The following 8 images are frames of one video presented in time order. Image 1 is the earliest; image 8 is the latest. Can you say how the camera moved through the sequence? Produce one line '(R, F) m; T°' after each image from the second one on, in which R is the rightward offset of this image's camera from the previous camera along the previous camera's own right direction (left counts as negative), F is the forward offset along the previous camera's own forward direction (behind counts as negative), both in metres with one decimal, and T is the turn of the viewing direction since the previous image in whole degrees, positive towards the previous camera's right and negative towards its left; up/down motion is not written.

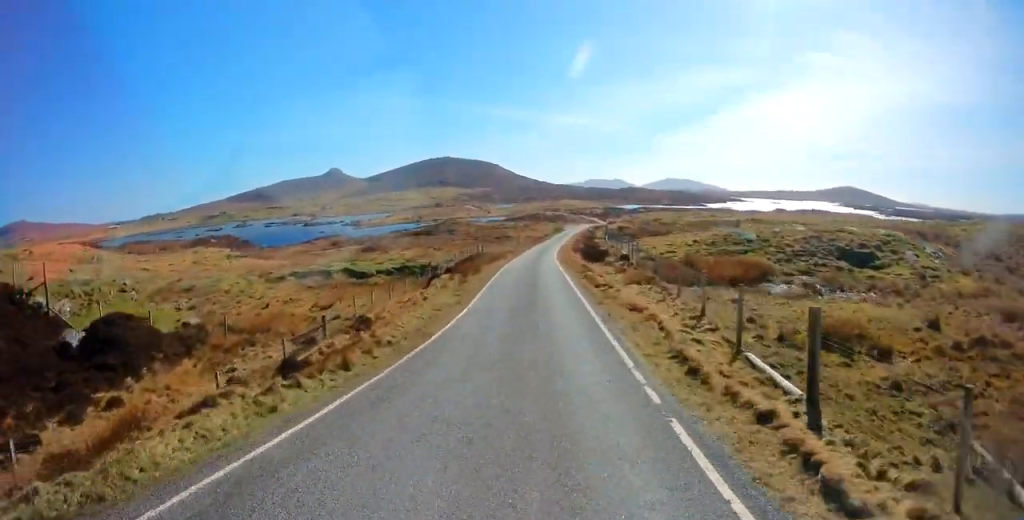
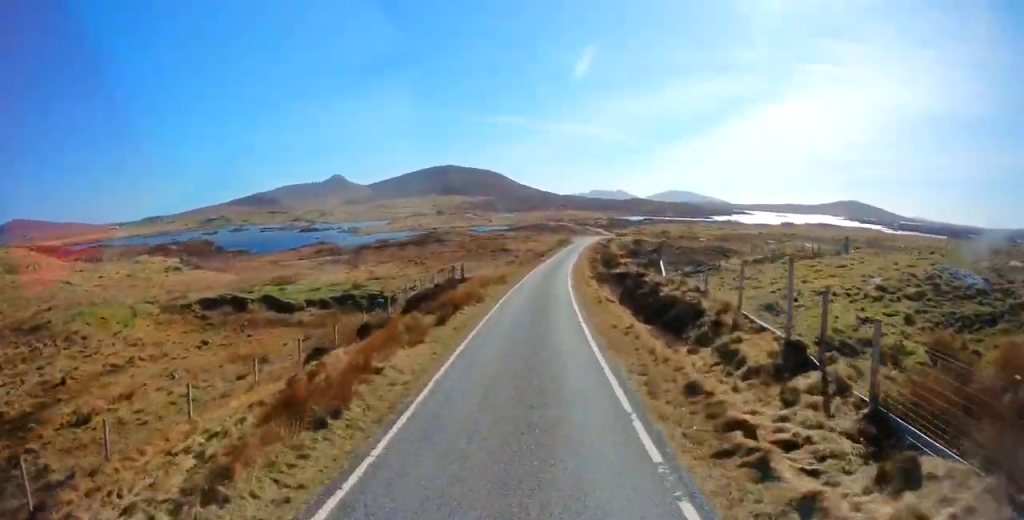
(-0.1, +17.1) m; +1°
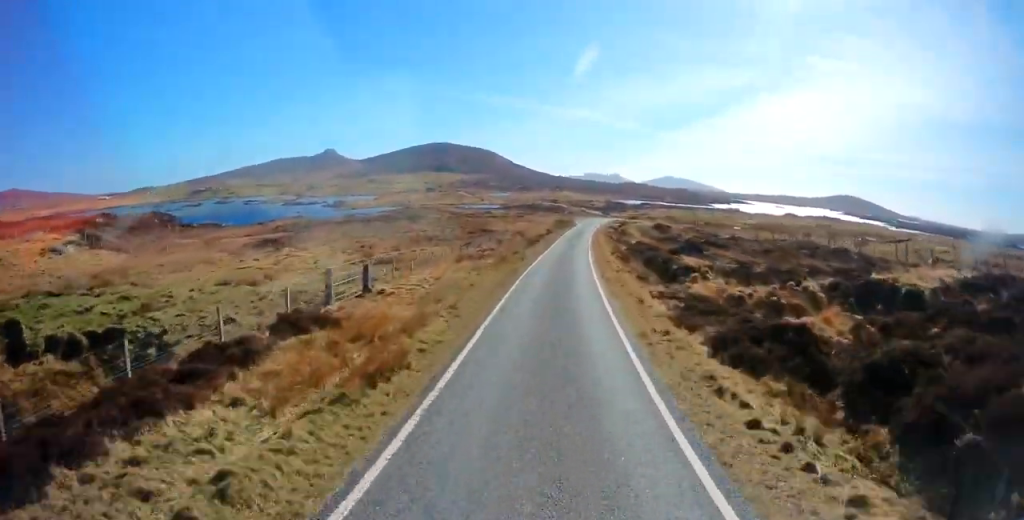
(+0.3, +21.5) m; 0°
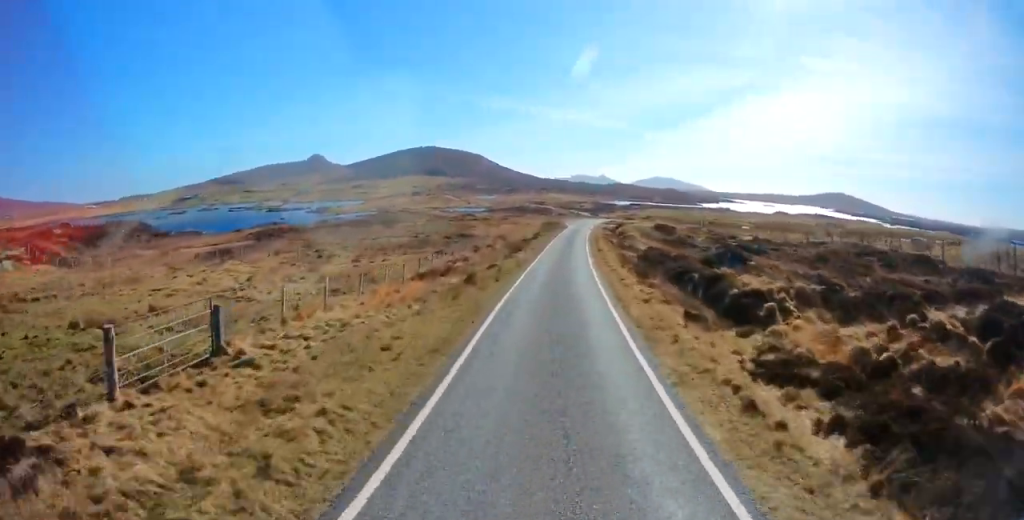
(-0.3, +8.9) m; +1°
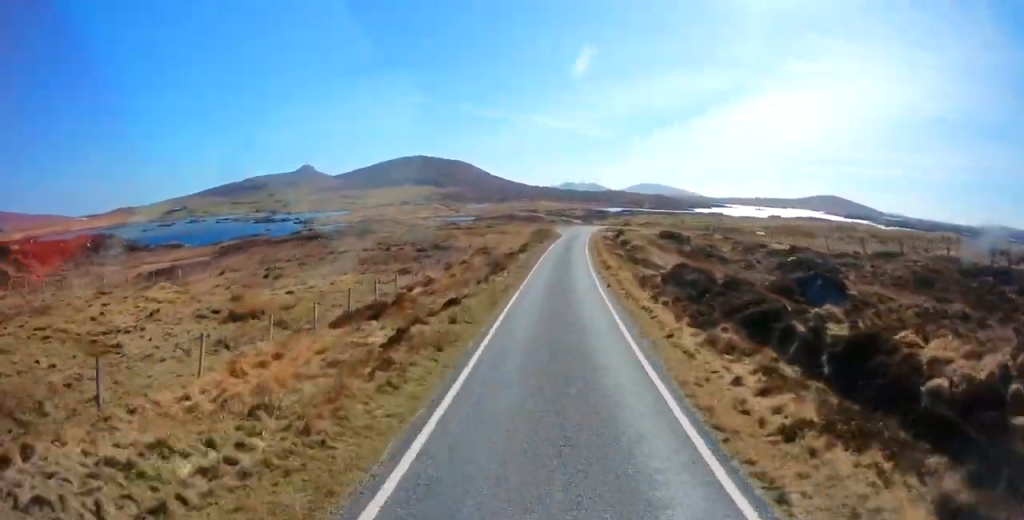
(-0.2, +8.2) m; +1°
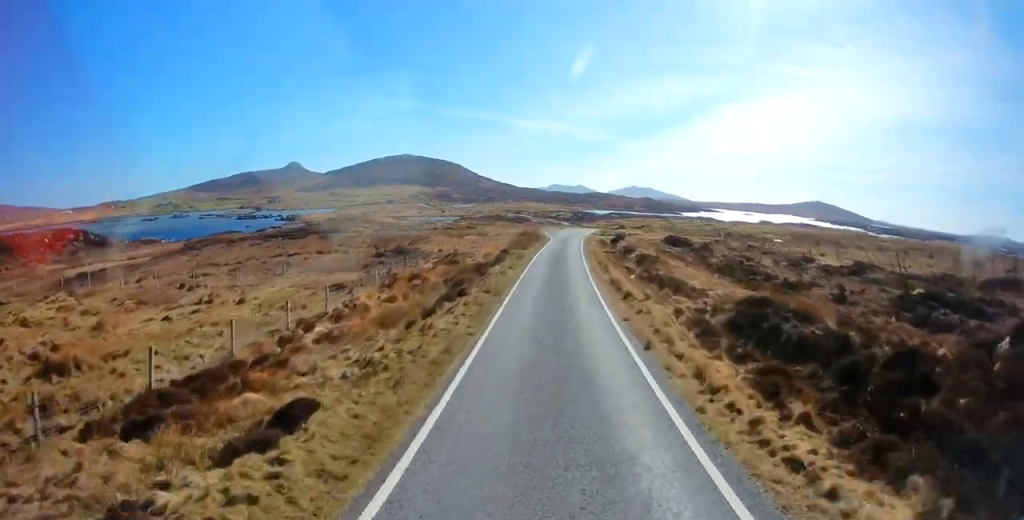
(+0.5, +9.8) m; +3°
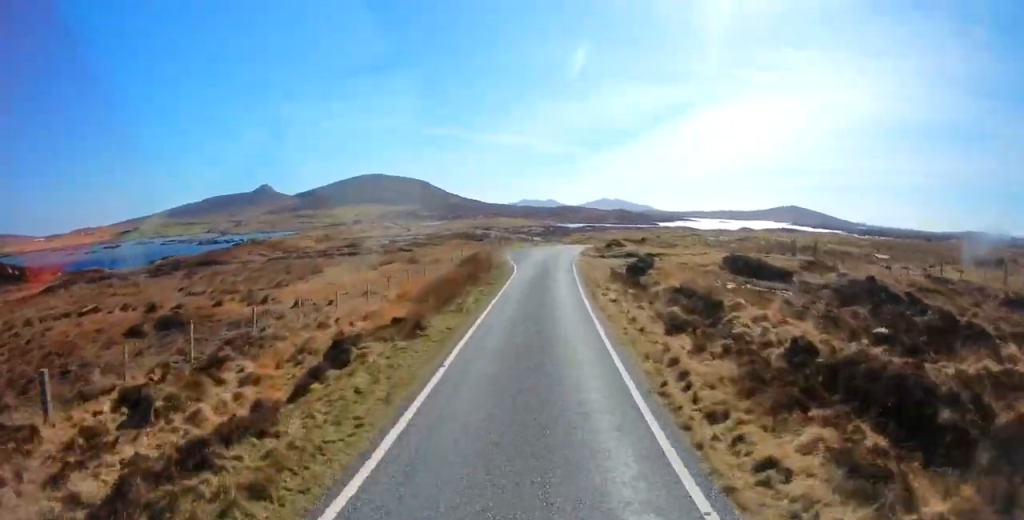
(+0.8, +24.3) m; +2°
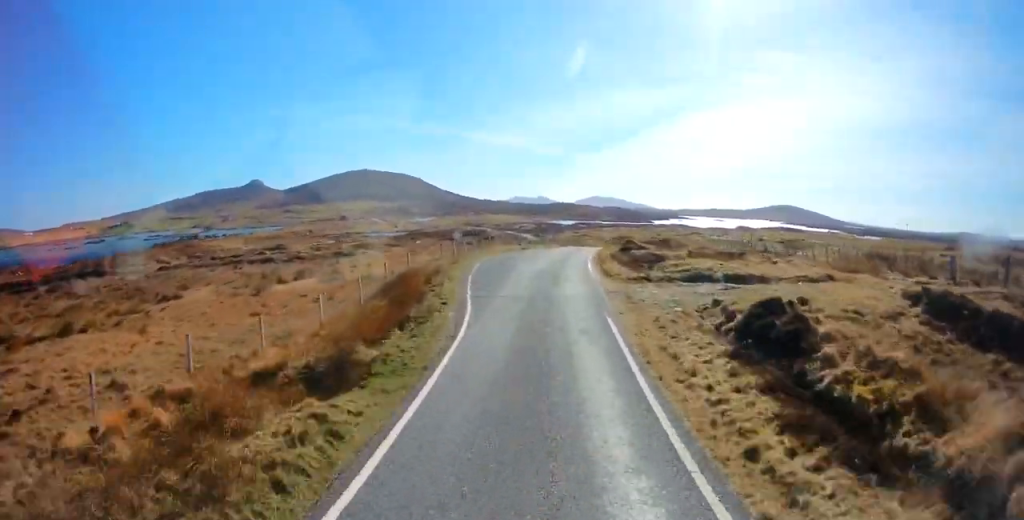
(-0.2, +16.7) m; +1°
